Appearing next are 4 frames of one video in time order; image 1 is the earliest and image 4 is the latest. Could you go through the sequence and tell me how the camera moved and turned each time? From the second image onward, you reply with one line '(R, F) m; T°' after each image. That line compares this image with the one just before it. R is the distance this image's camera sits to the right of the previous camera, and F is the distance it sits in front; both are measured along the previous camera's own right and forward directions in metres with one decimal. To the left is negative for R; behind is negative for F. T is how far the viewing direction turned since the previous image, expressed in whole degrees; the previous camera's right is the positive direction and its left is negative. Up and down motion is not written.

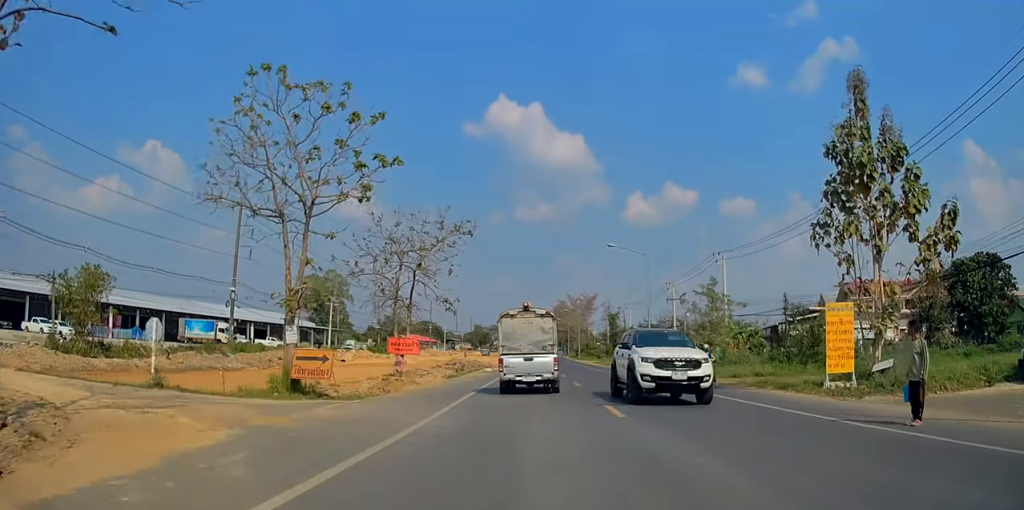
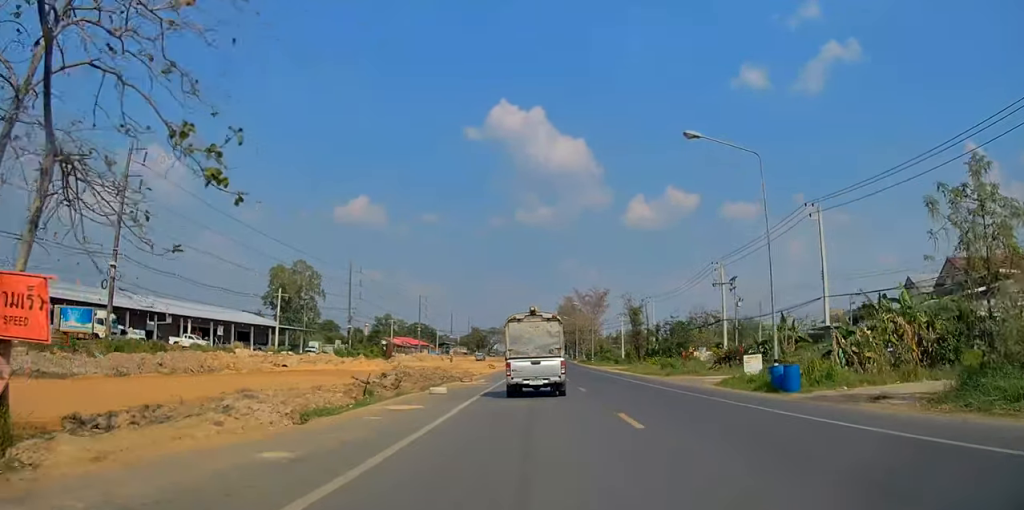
(-0.2, +25.5) m; -1°
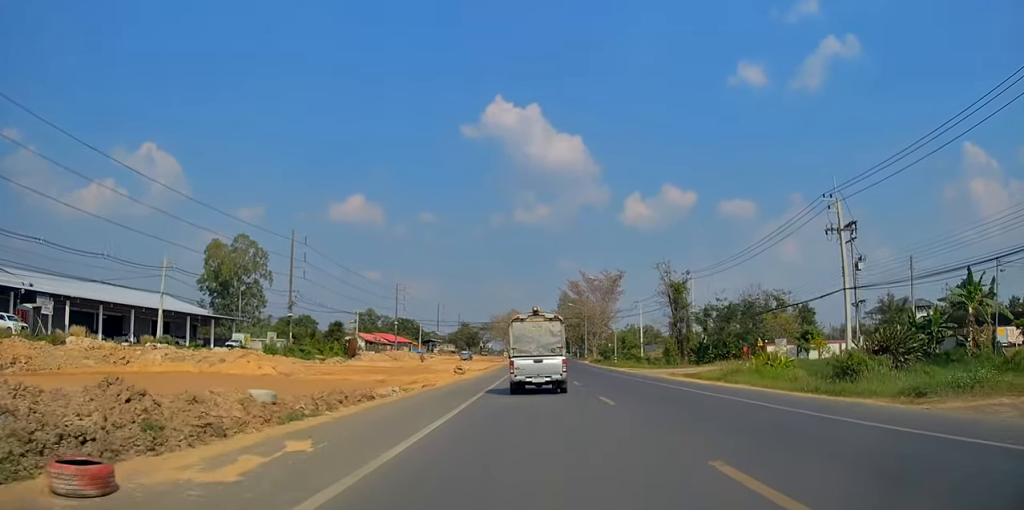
(-0.2, +30.9) m; -1°
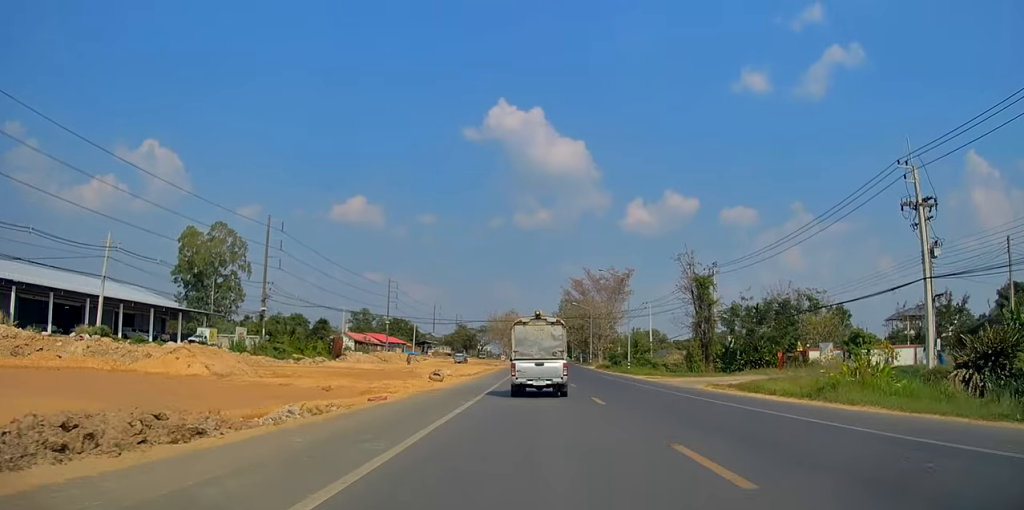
(0.0, +10.3) m; 0°
